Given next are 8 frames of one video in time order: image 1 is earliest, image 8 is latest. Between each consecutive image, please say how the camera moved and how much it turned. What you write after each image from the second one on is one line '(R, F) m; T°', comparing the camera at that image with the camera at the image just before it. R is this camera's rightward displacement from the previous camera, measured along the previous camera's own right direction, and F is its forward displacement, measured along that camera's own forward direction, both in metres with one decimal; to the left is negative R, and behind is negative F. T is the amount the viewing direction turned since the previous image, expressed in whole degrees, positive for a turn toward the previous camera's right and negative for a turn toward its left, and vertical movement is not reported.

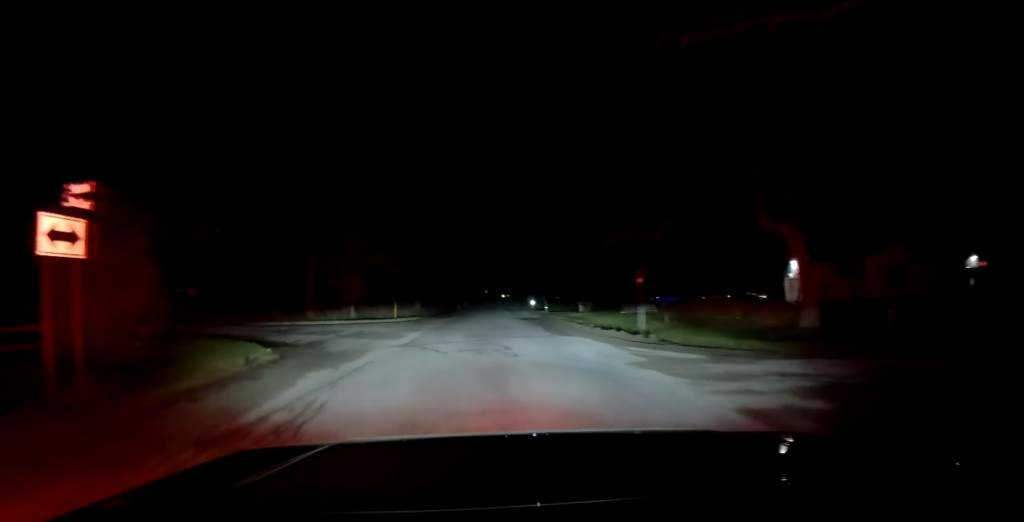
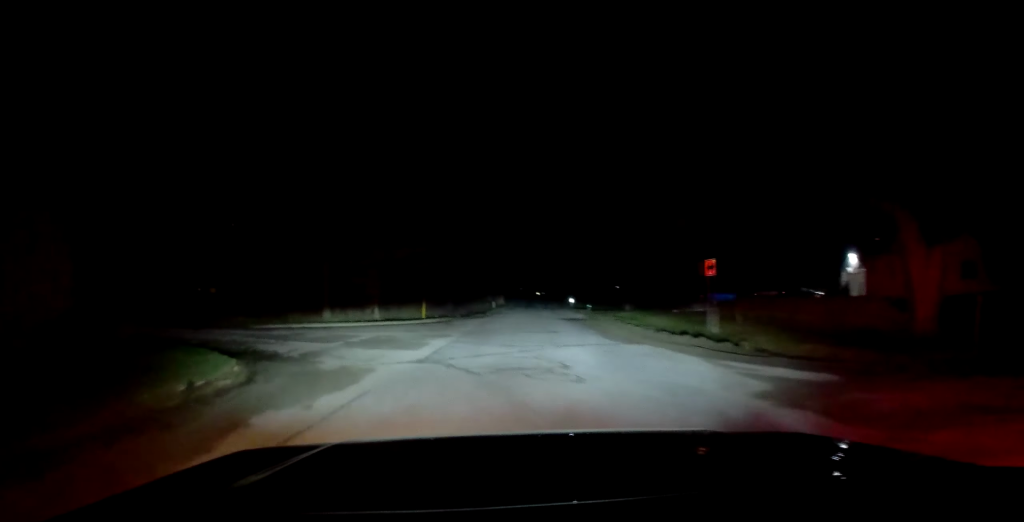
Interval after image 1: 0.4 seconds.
(-0.2, +5.2) m; -4°
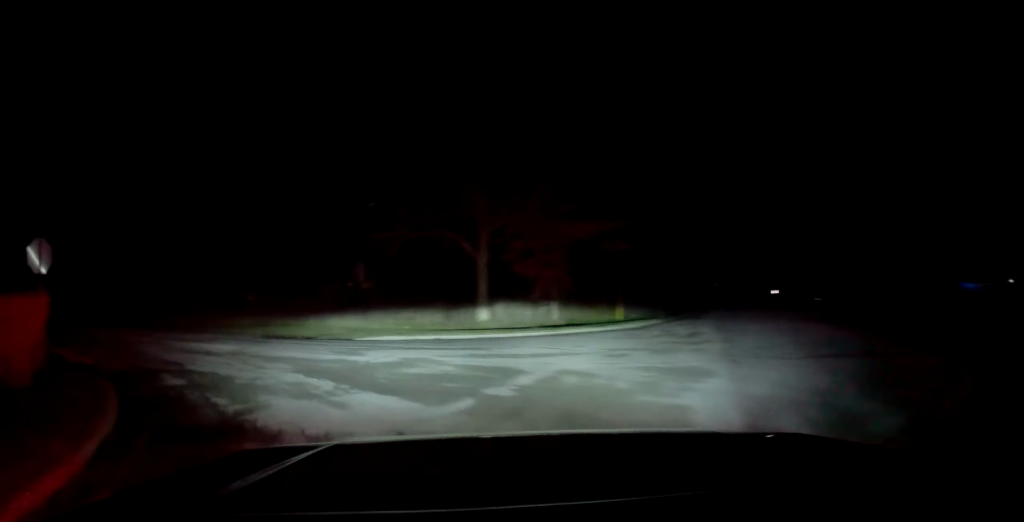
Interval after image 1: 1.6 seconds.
(-1.2, +12.4) m; -18°
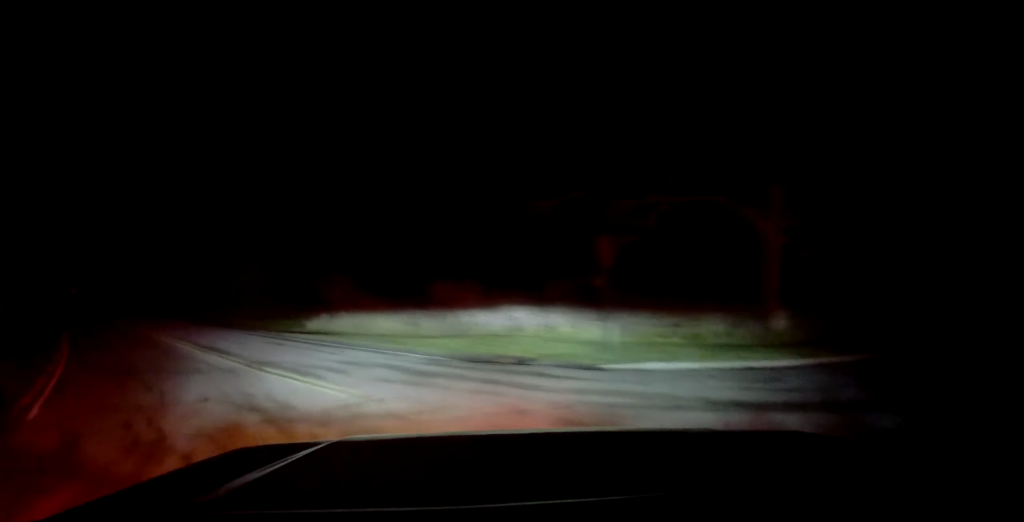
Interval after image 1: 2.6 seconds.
(-1.9, +9.3) m; -14°
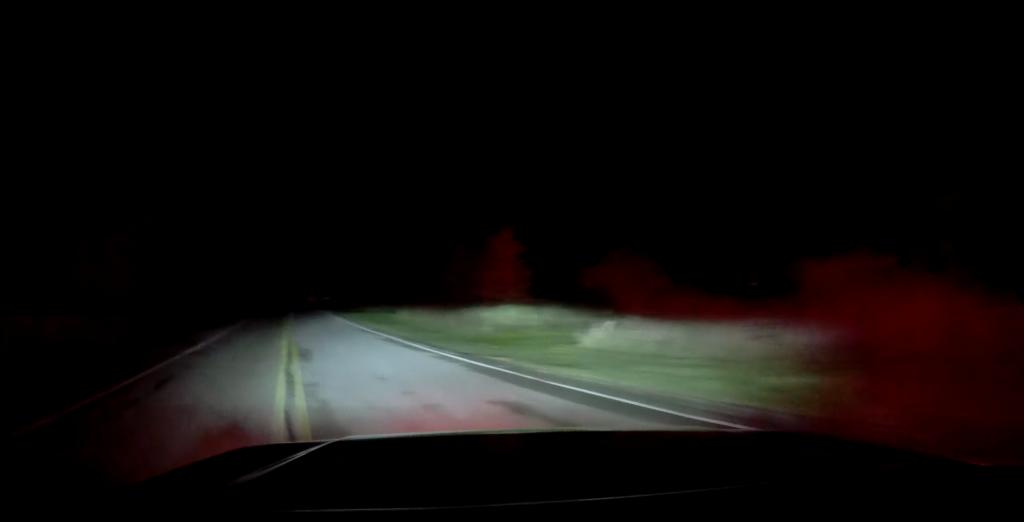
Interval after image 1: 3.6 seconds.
(-0.4, +9.4) m; -16°
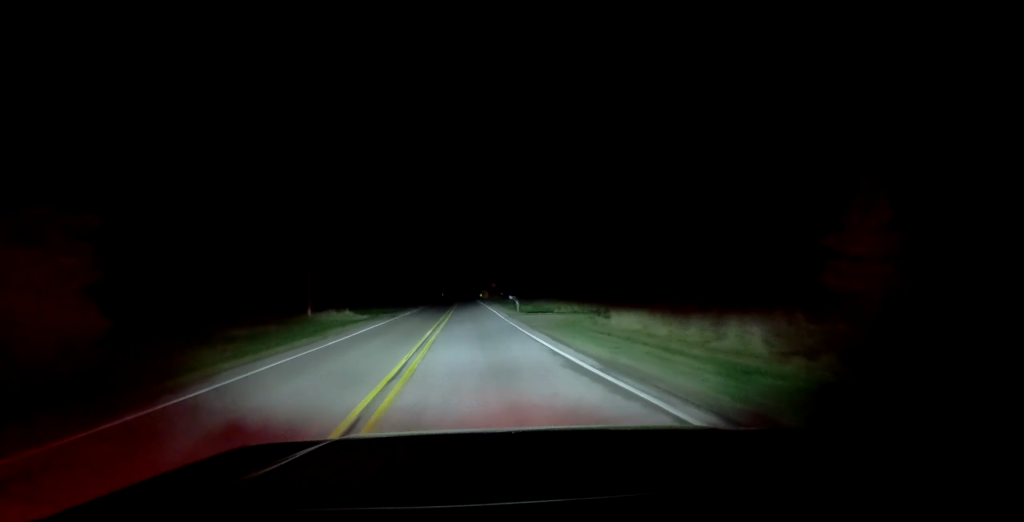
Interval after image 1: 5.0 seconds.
(-4.8, +12.8) m; -32°
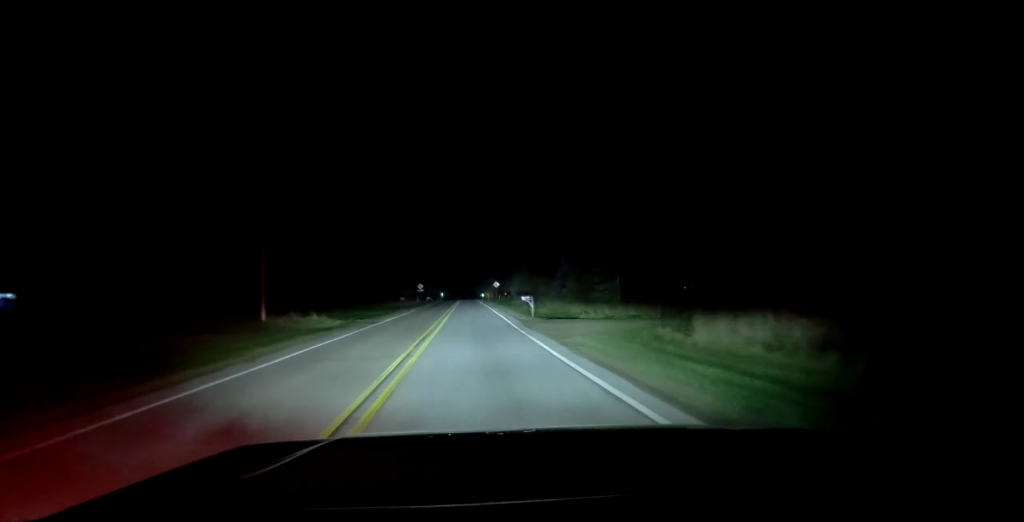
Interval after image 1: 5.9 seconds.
(-0.6, +8.7) m; -4°
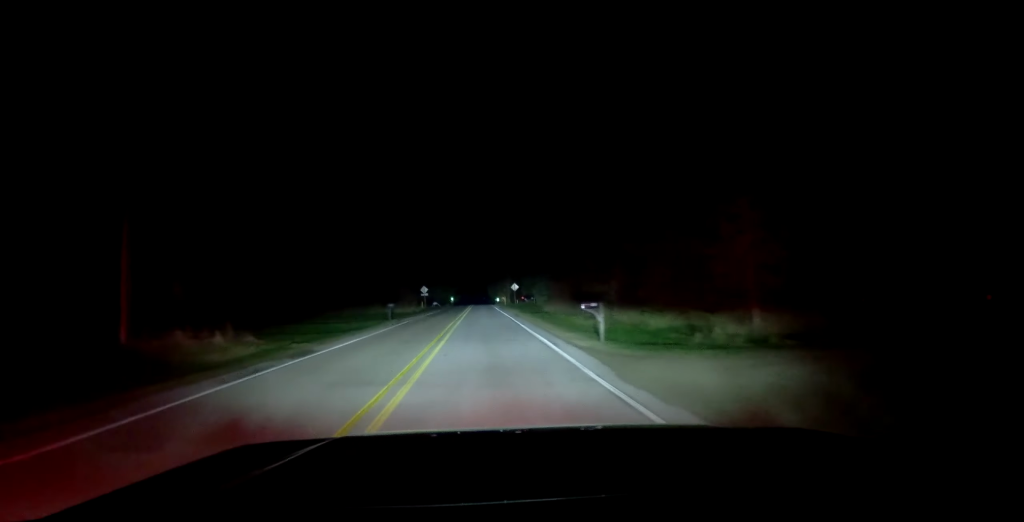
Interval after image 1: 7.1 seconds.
(0.0, +13.8) m; 0°
